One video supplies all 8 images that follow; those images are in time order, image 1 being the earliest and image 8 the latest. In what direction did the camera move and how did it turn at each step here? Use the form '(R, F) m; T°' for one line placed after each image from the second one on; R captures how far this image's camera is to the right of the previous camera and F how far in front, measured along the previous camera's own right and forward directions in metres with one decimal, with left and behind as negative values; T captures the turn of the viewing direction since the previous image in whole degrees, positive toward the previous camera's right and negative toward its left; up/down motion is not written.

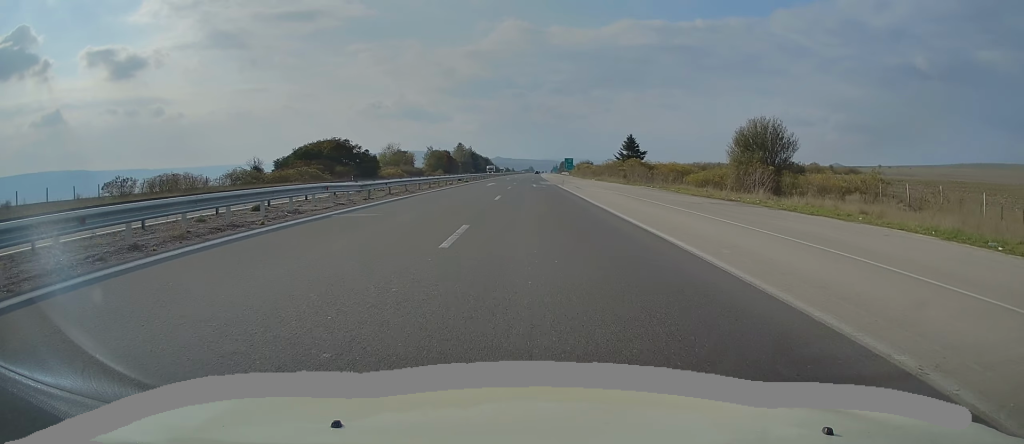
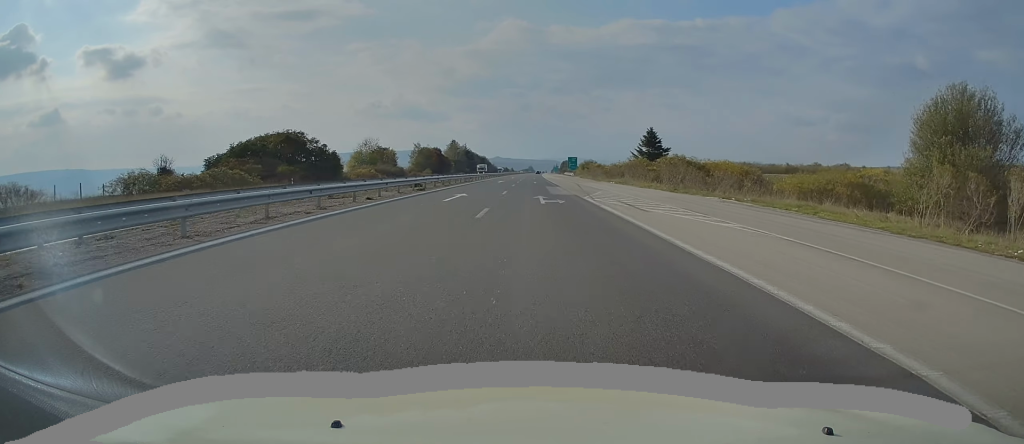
(+0.2, +26.3) m; 0°
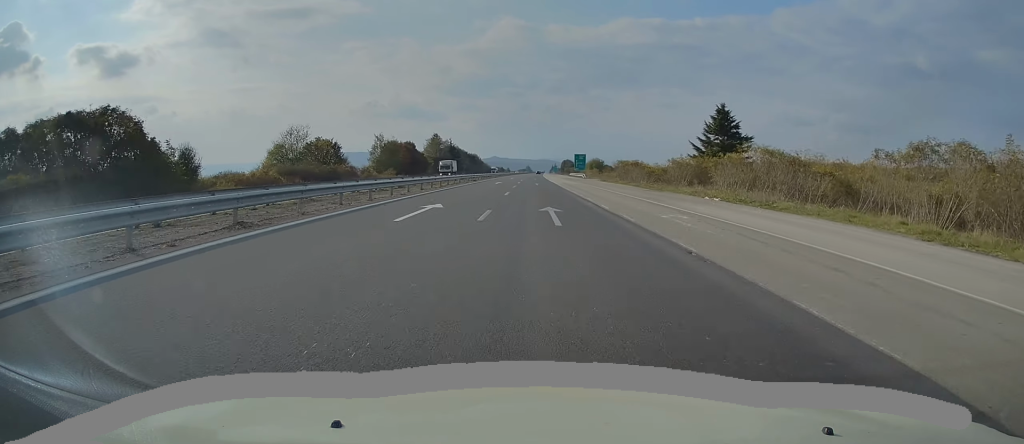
(-0.6, +49.8) m; 0°
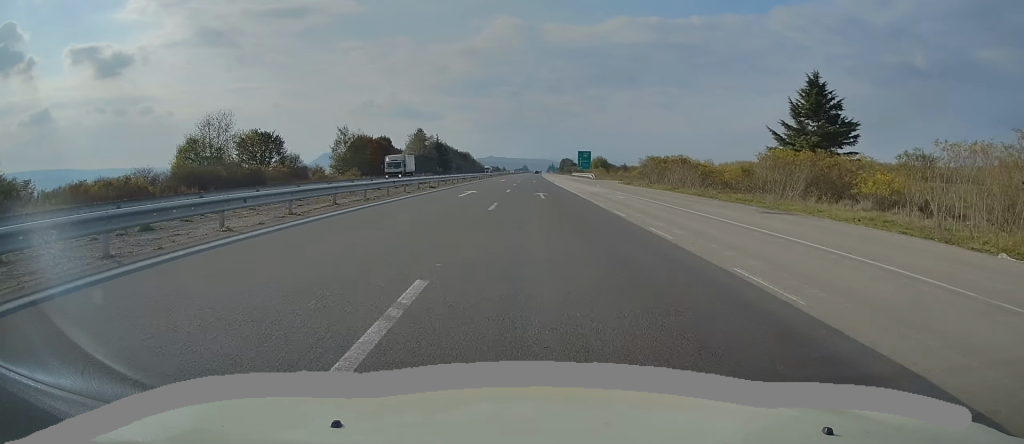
(+0.4, +28.7) m; +1°
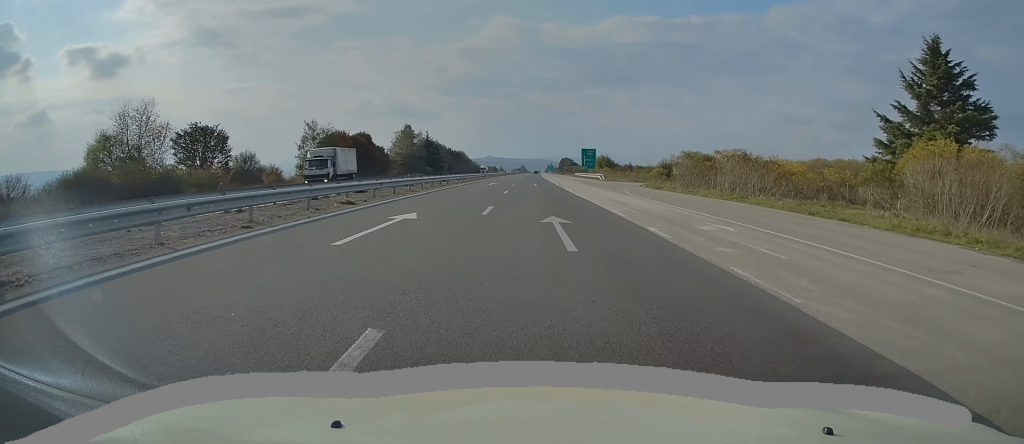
(+0.1, +18.4) m; 0°
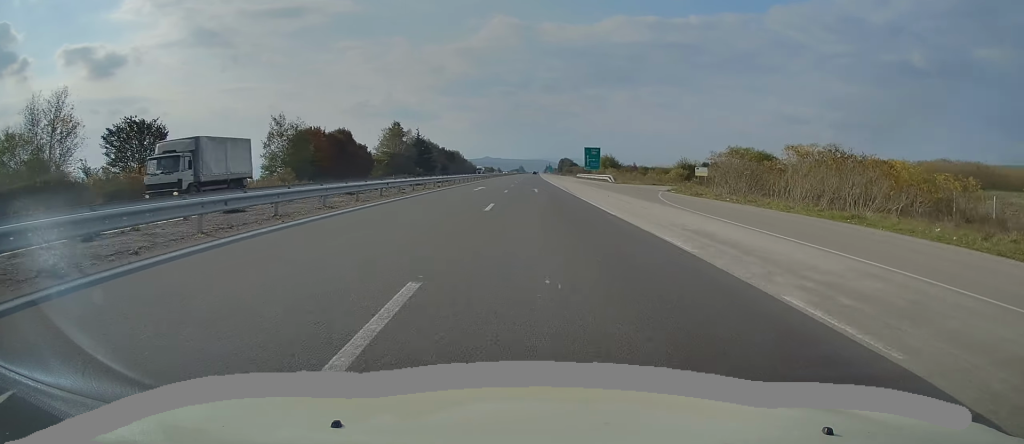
(0.0, +14.4) m; 0°
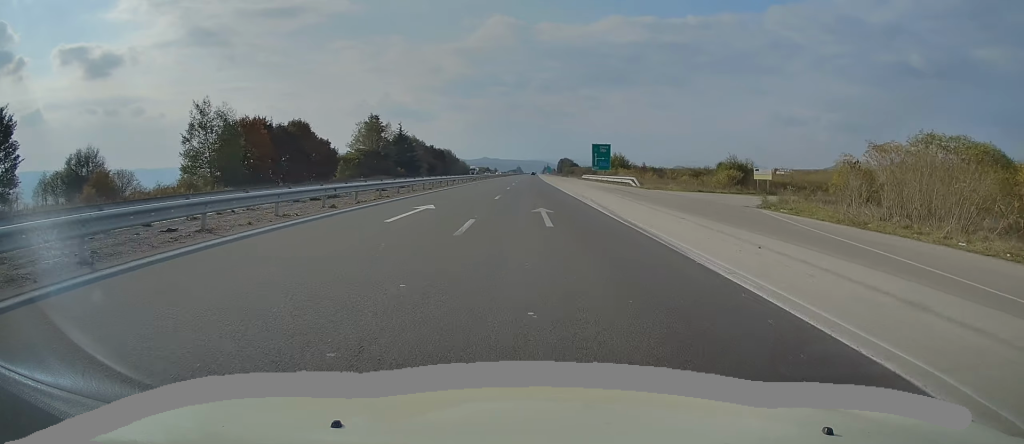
(0.0, +23.6) m; 0°
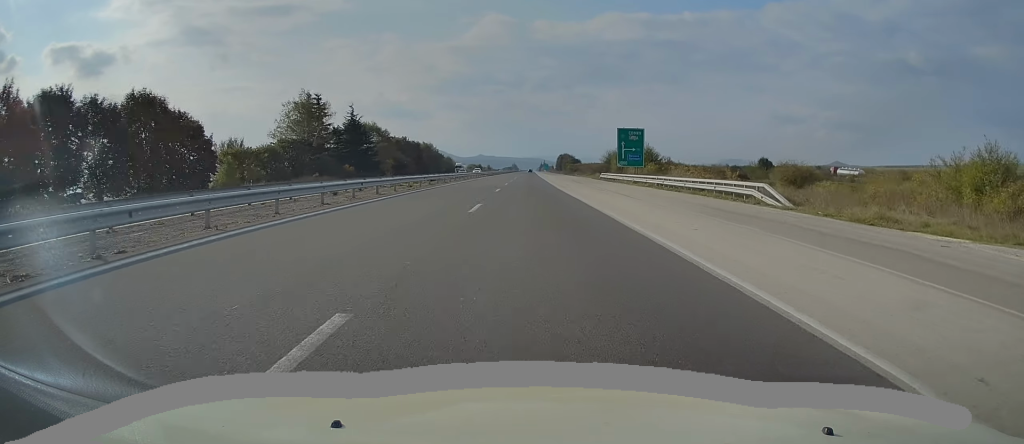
(0.0, +43.2) m; 0°
